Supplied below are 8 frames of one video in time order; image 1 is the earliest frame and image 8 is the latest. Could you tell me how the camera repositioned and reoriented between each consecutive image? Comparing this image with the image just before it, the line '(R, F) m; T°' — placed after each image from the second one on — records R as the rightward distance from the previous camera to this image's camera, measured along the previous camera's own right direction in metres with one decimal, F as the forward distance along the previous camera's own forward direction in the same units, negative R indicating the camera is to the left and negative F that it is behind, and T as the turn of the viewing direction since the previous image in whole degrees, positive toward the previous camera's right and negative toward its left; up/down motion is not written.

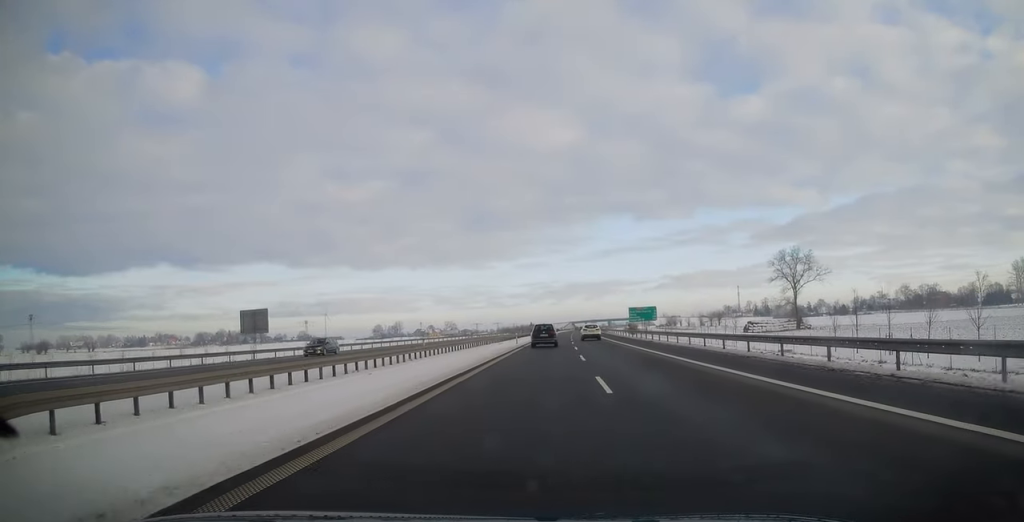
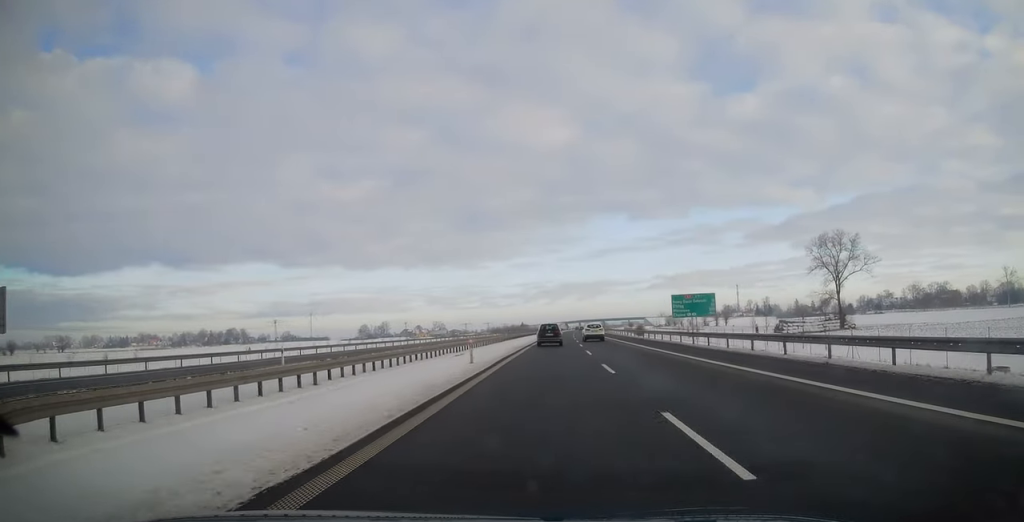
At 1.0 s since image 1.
(+0.2, +30.8) m; +1°
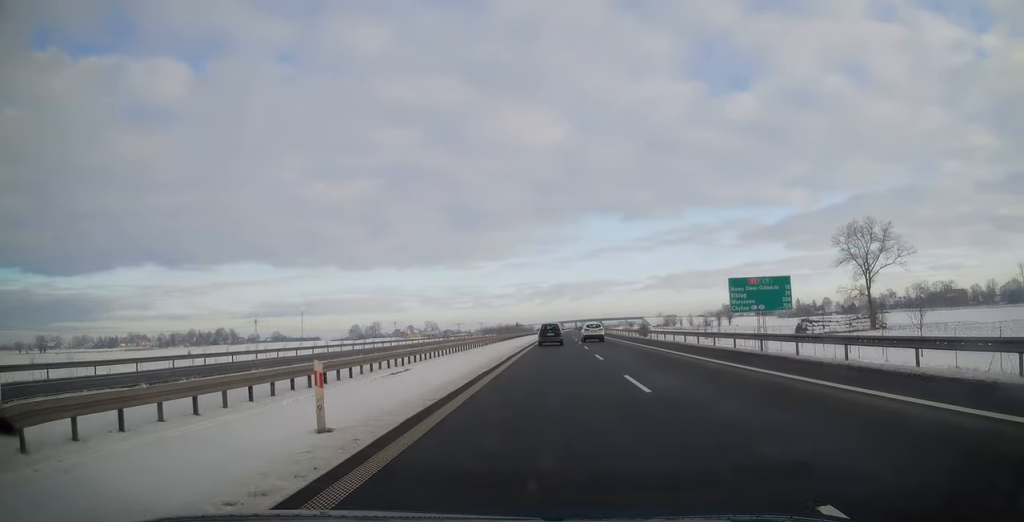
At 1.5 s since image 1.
(+0.4, +16.8) m; 0°
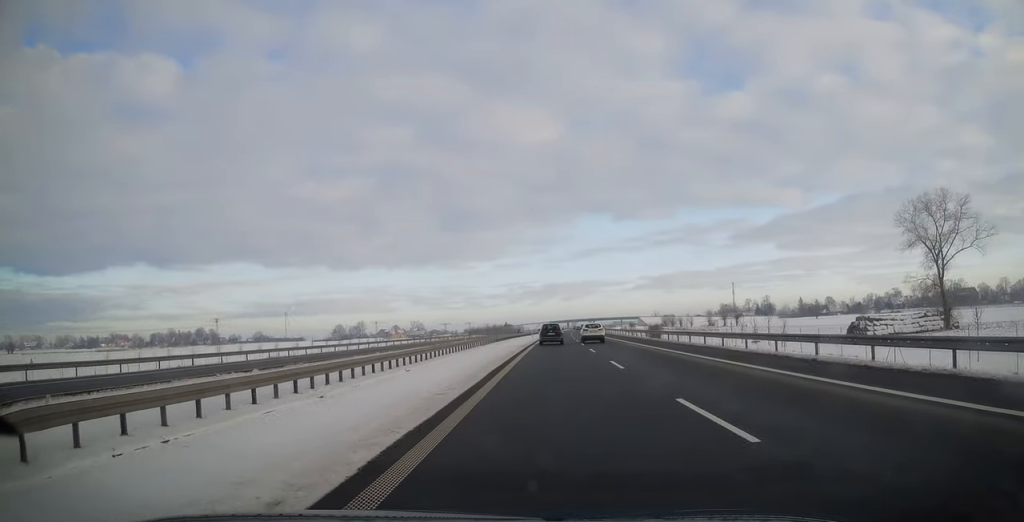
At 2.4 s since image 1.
(-0.3, +29.3) m; +1°
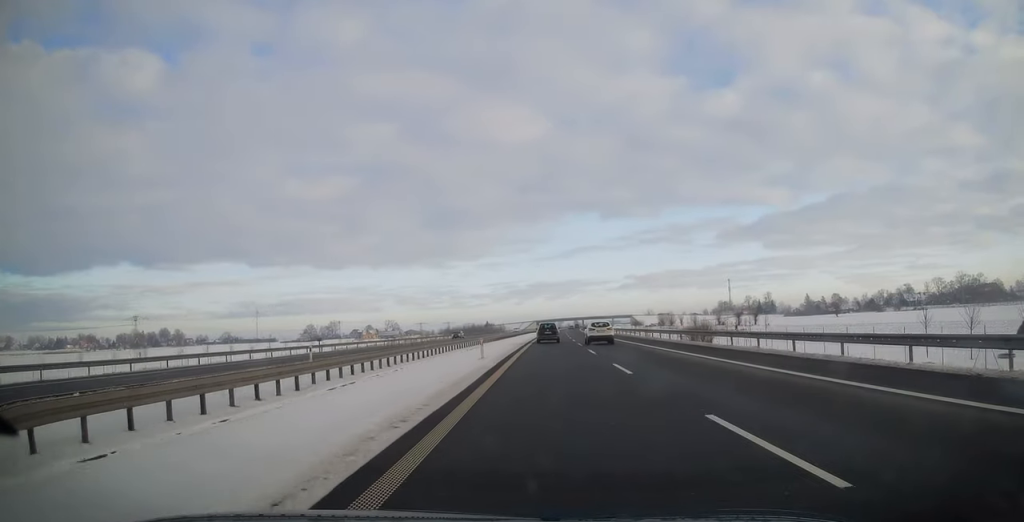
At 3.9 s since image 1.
(+1.3, +50.0) m; +2°
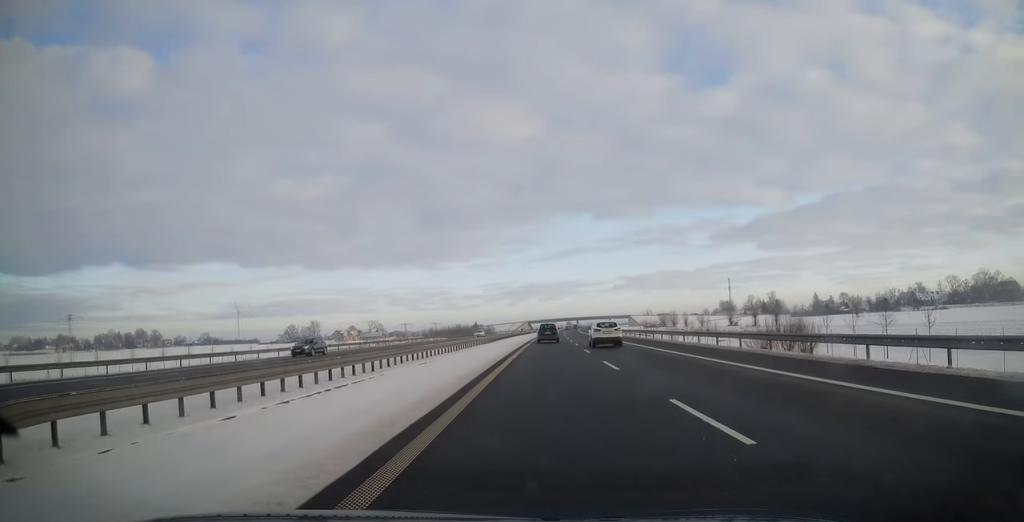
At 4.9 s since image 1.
(+0.2, +33.8) m; +1°
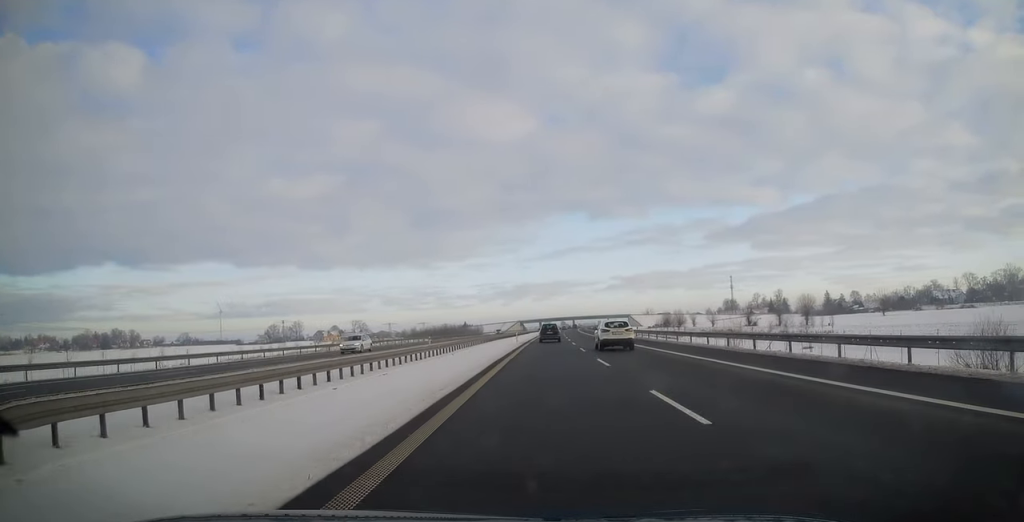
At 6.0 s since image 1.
(+0.3, +34.4) m; 0°
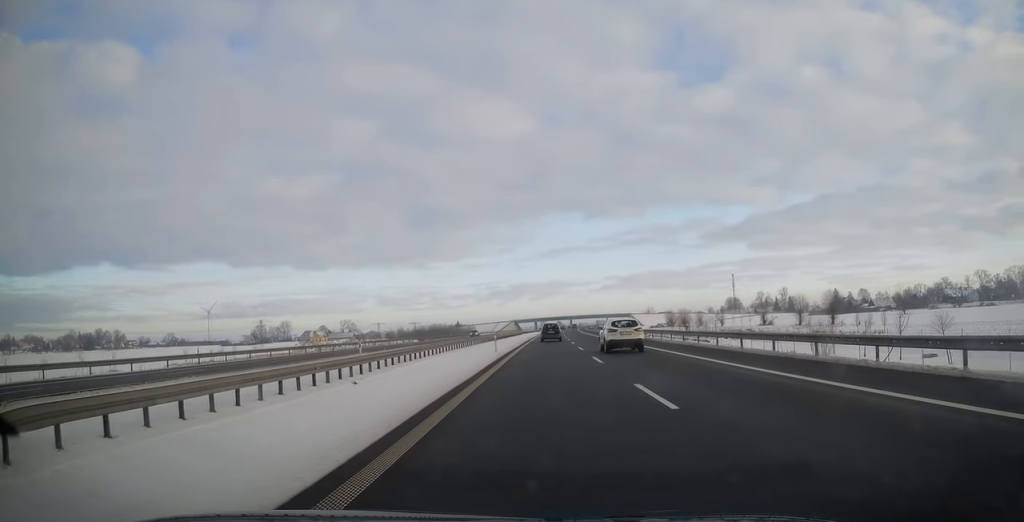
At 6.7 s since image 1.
(0.0, +22.4) m; 0°
